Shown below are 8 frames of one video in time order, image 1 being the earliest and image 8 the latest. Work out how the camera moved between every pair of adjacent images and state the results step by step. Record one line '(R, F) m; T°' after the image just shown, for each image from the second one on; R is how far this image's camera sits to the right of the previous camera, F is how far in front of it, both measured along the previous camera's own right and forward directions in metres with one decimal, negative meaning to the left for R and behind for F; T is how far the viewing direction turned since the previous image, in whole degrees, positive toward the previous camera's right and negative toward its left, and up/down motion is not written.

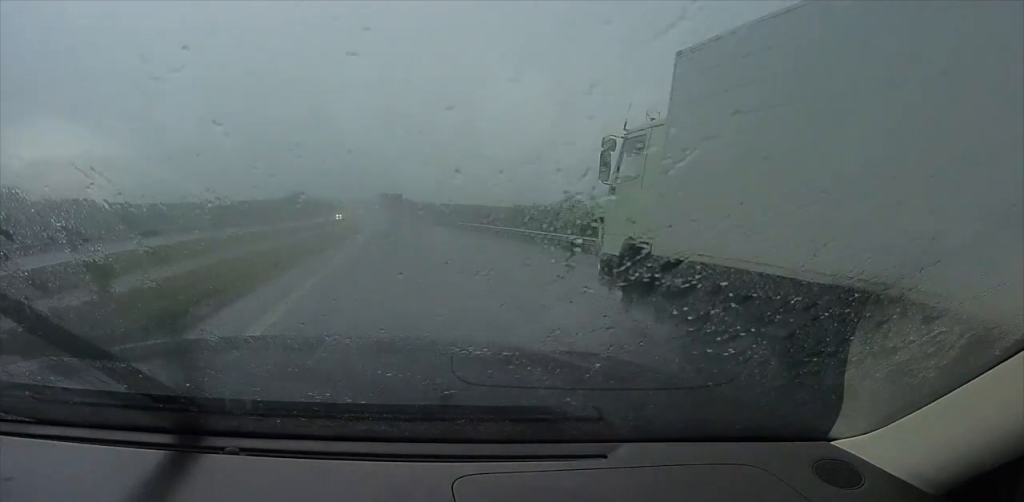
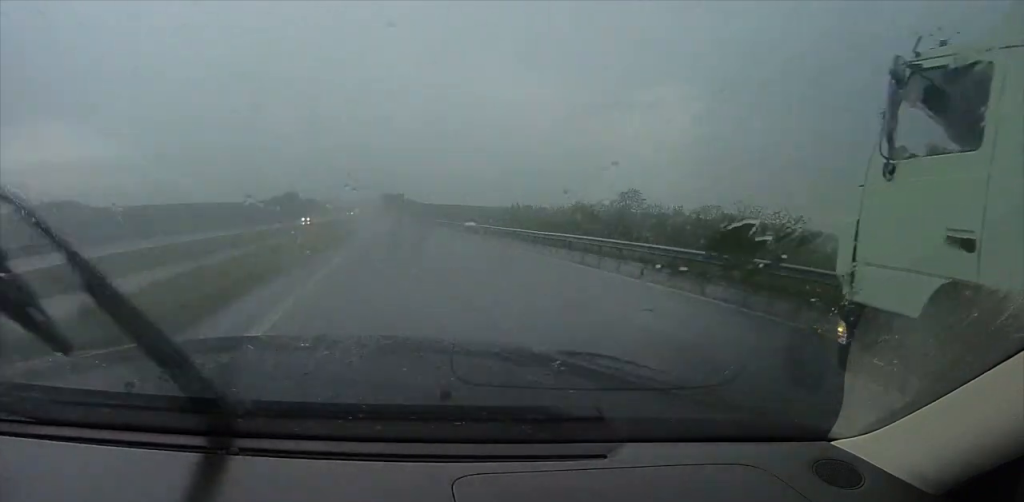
(0.0, +36.0) m; -1°
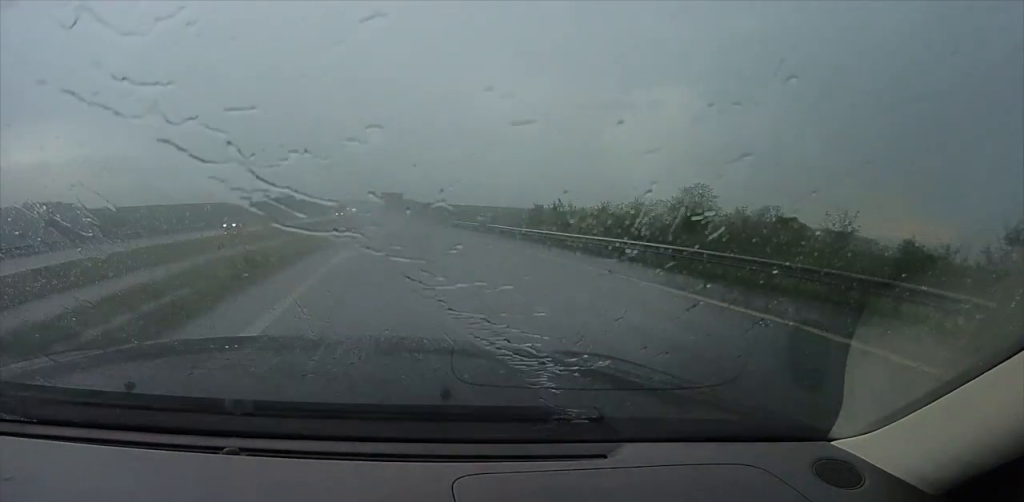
(-0.5, +25.6) m; 0°
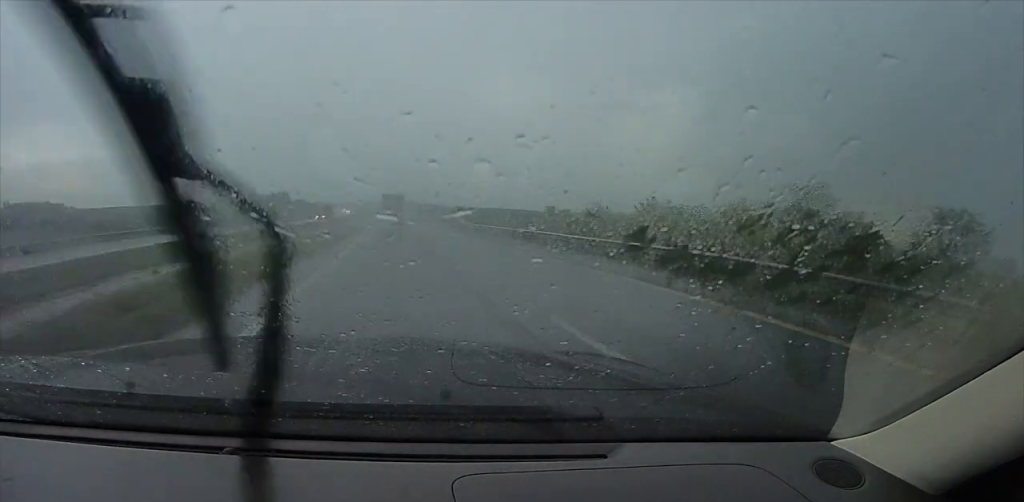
(+0.6, +27.8) m; 0°
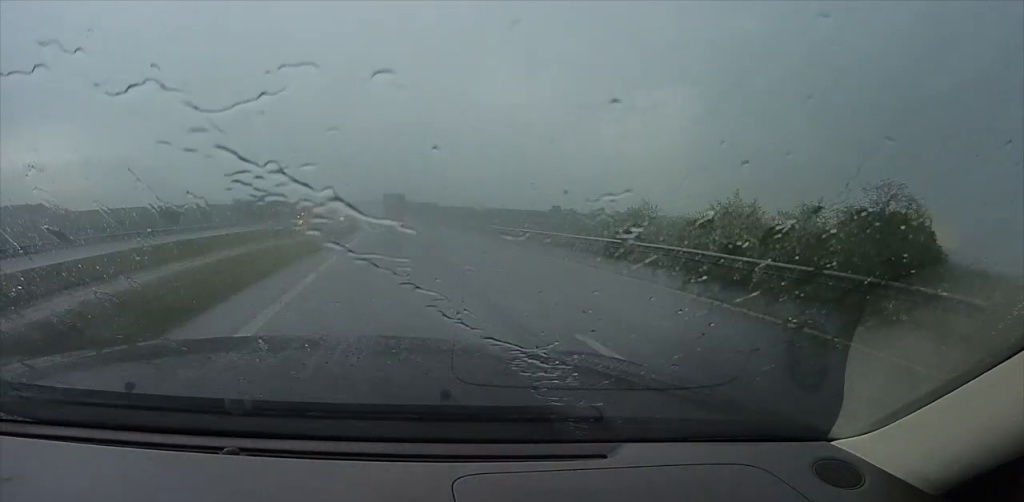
(-0.1, +13.3) m; 0°
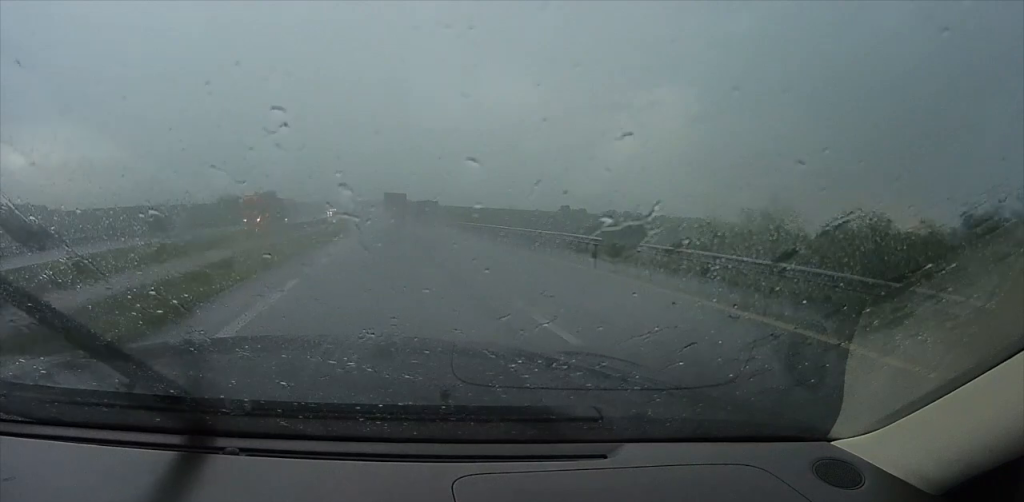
(-0.7, +21.0) m; +1°
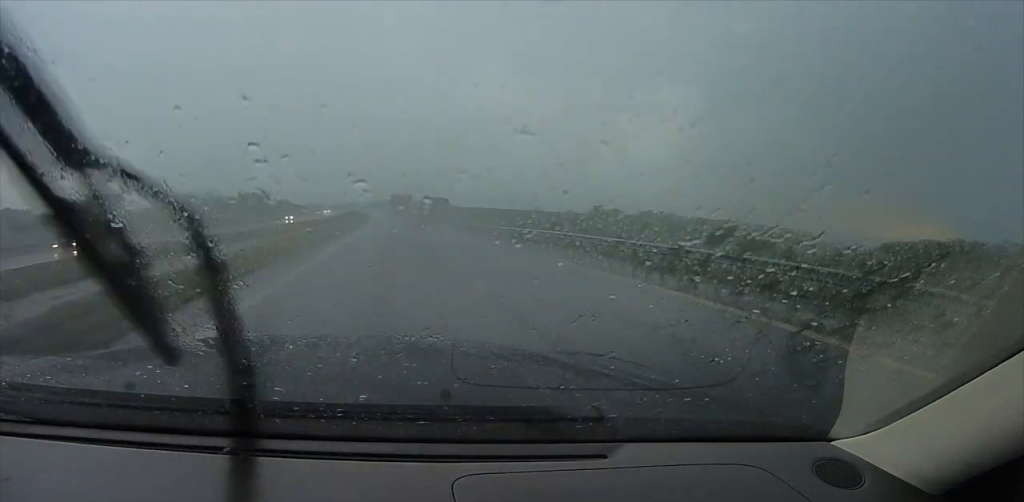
(+0.4, +43.7) m; -2°
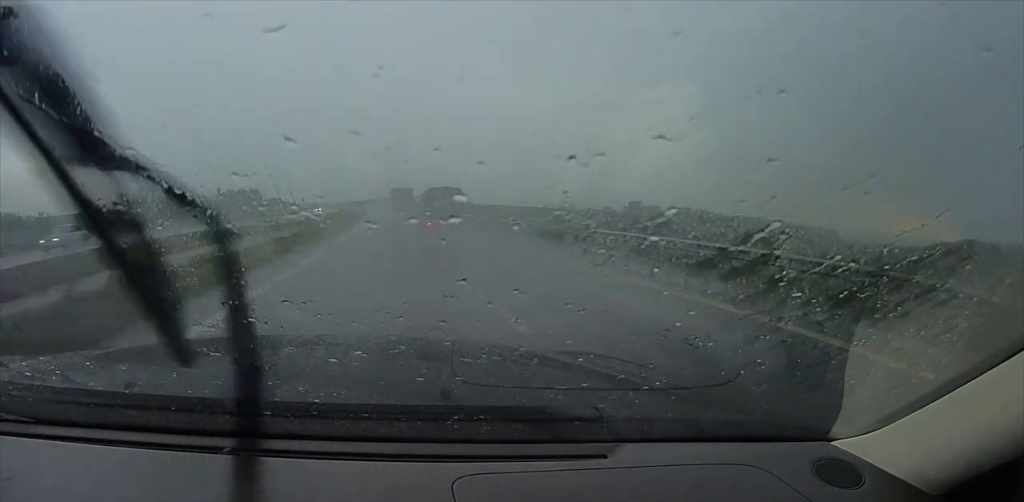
(-0.6, +39.2) m; +1°
